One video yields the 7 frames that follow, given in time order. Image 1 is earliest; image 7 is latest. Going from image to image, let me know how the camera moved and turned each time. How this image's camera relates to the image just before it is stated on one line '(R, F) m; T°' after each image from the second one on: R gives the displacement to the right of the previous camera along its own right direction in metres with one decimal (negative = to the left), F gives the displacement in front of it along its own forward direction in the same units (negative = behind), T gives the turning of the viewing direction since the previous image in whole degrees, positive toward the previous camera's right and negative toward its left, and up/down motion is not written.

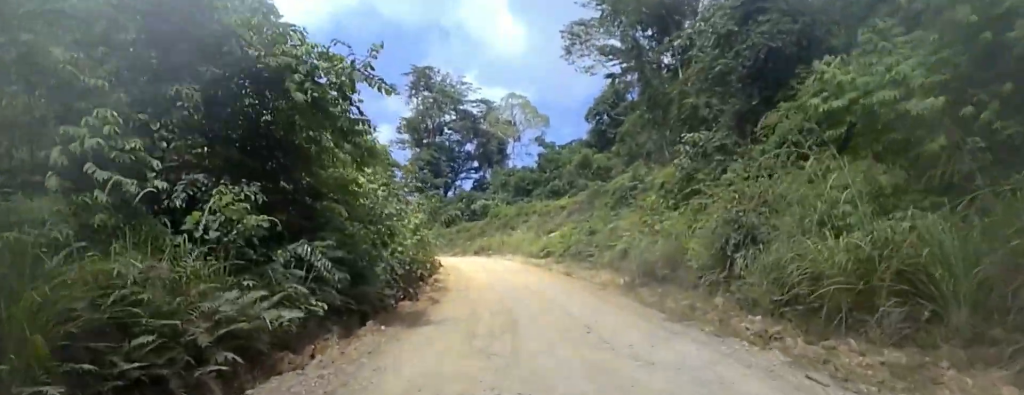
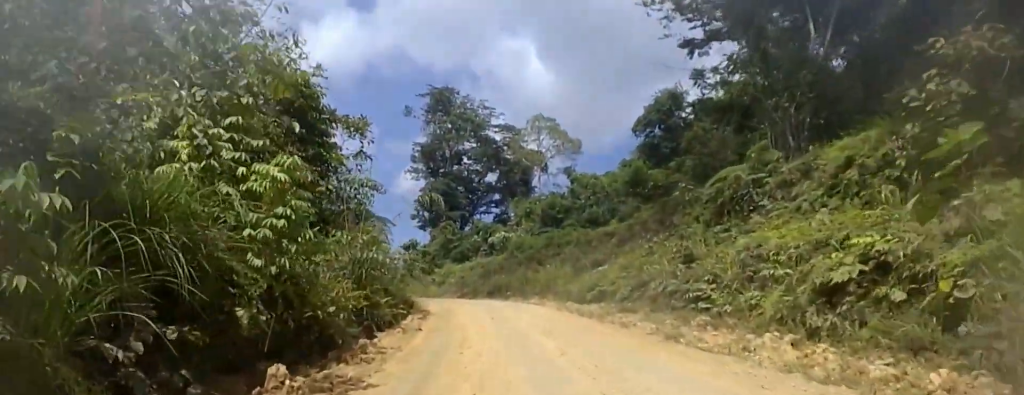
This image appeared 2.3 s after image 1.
(0.0, +16.8) m; 0°
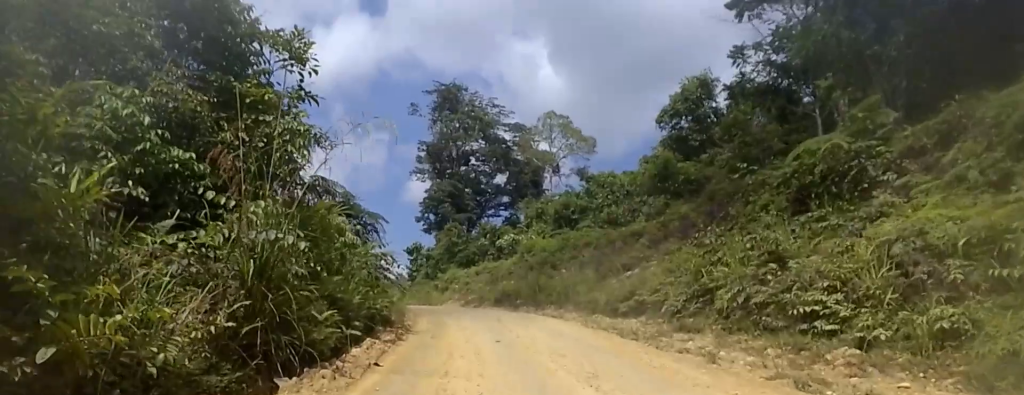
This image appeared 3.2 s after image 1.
(0.0, +6.5) m; 0°
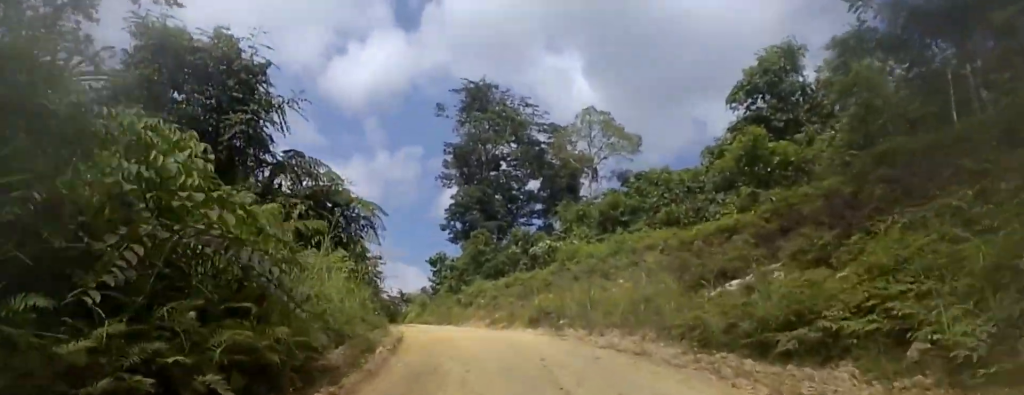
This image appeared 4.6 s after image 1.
(0.0, +10.3) m; 0°
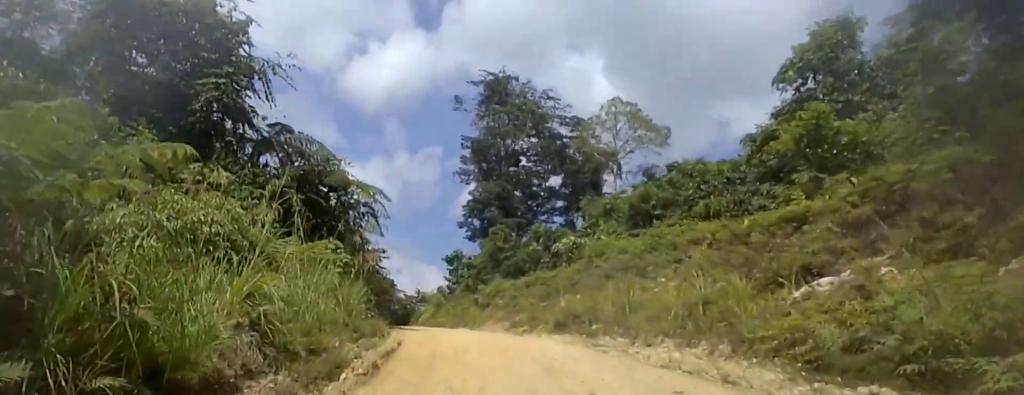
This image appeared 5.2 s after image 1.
(0.0, +4.3) m; 0°
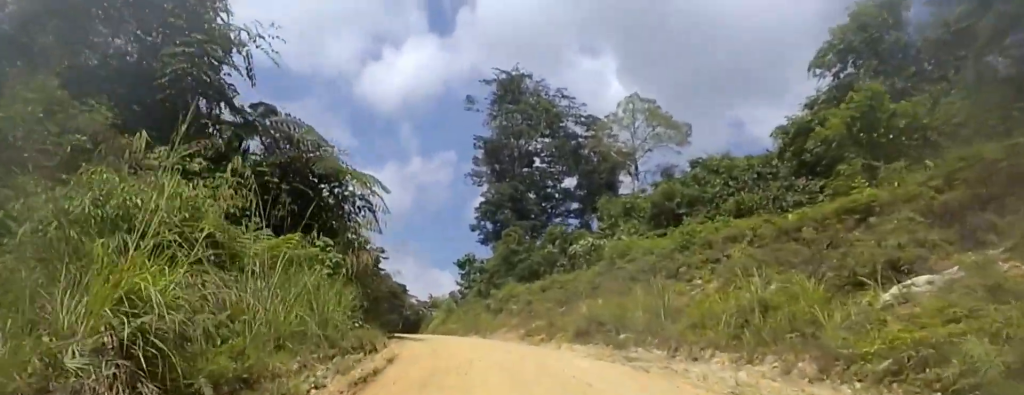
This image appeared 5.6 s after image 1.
(0.0, +3.1) m; 0°
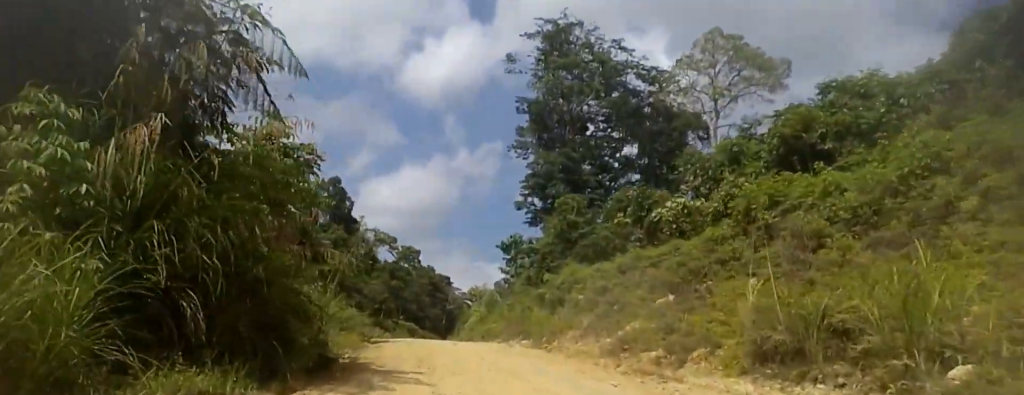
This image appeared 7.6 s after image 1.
(-0.7, +14.5) m; -12°
